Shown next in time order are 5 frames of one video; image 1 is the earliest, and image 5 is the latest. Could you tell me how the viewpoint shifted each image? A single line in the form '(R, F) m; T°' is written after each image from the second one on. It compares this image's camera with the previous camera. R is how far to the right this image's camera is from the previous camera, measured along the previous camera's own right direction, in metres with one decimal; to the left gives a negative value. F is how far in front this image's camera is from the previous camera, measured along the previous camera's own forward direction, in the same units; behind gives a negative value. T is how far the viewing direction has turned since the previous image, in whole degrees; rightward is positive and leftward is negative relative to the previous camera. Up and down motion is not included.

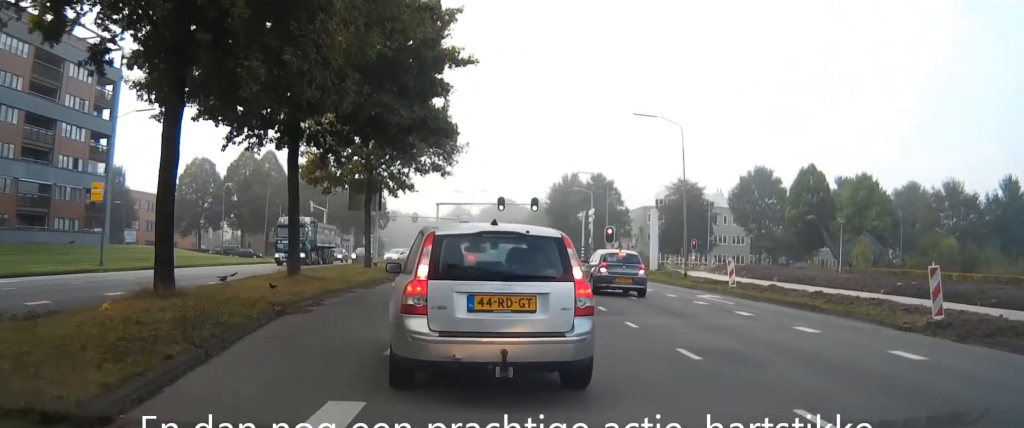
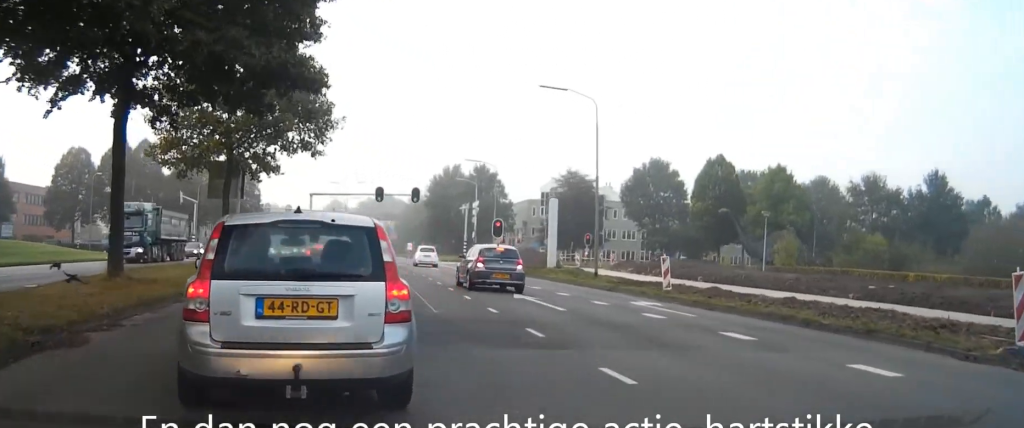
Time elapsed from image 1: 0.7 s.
(0.0, +7.4) m; +2°
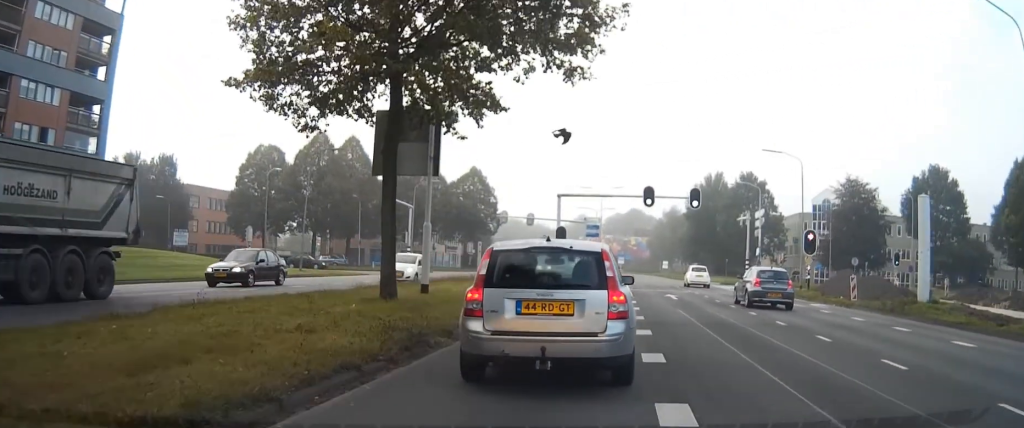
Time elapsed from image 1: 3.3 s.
(-0.1, +15.9) m; -5°
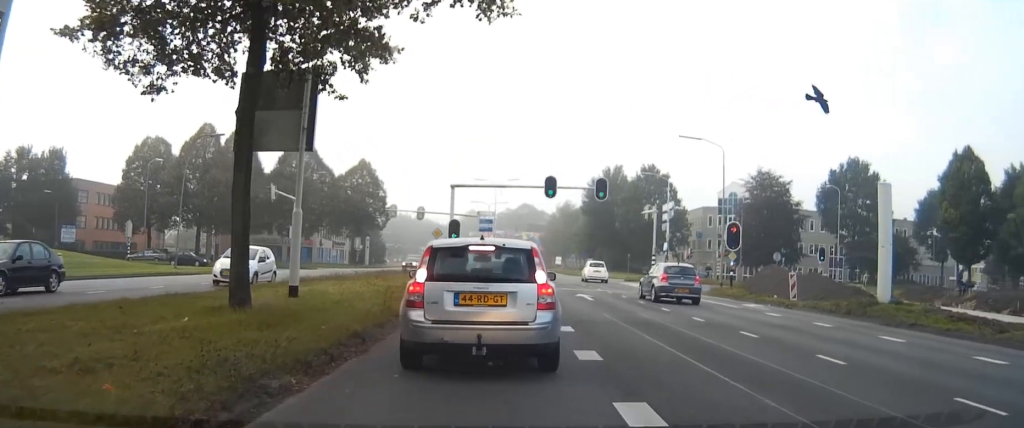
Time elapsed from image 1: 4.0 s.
(-0.2, +4.8) m; +2°
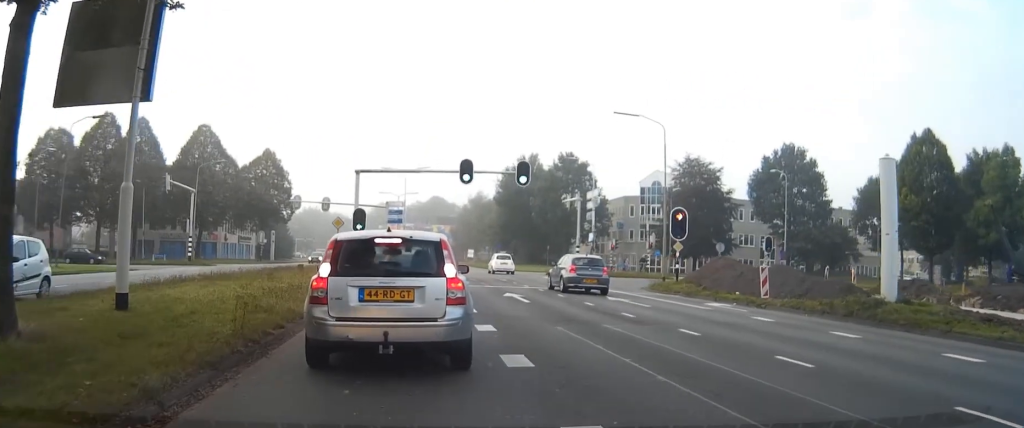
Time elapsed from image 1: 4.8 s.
(+0.5, +5.6) m; +6°
